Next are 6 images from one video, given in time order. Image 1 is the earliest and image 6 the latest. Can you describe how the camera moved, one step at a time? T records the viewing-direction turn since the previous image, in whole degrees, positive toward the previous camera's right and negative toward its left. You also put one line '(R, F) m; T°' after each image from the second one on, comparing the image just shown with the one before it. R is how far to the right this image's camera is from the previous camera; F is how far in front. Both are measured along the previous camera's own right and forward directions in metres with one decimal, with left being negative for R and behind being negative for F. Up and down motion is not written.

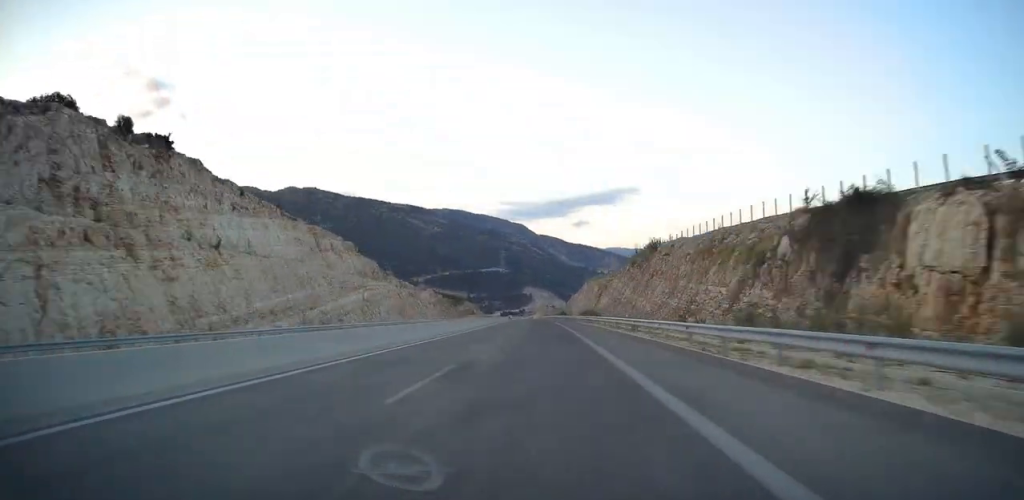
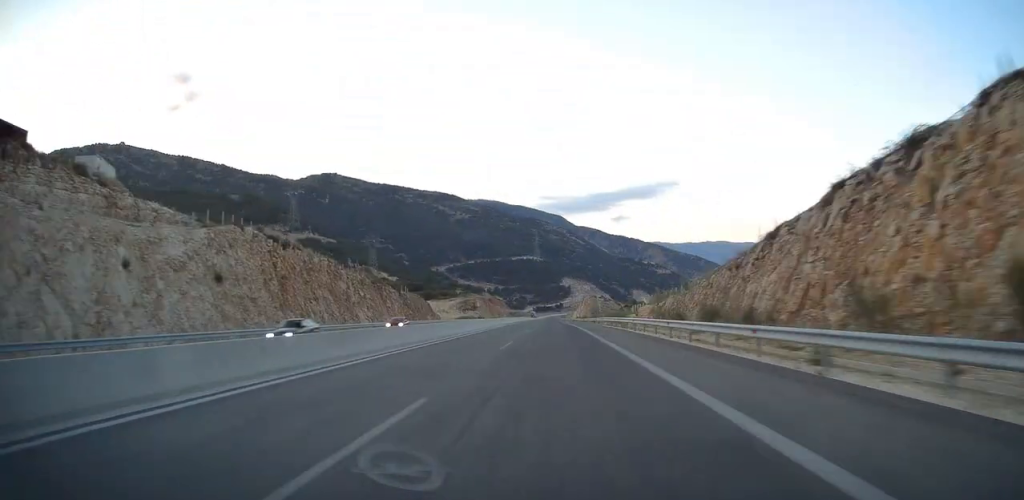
(-4.9, +139.6) m; -2°
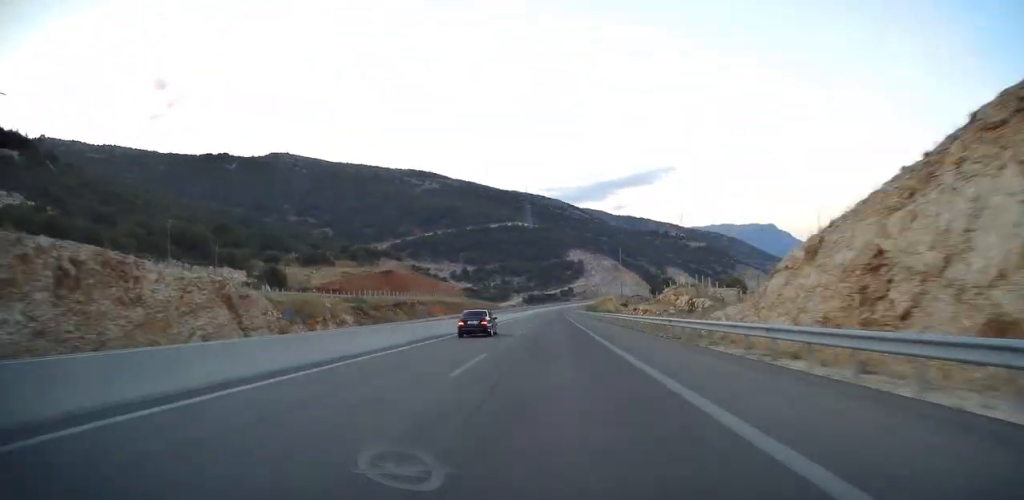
(-5.5, +290.6) m; +2°
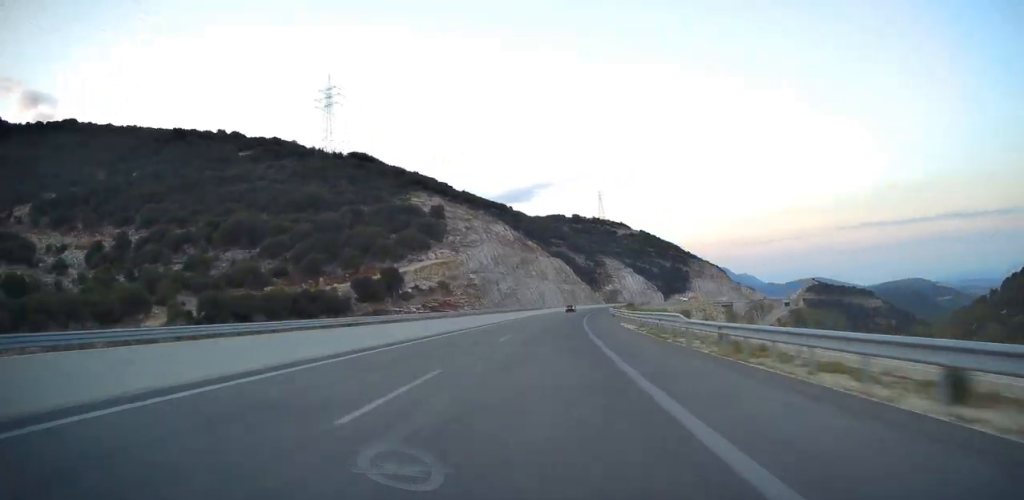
(+22.3, +314.7) m; +13°
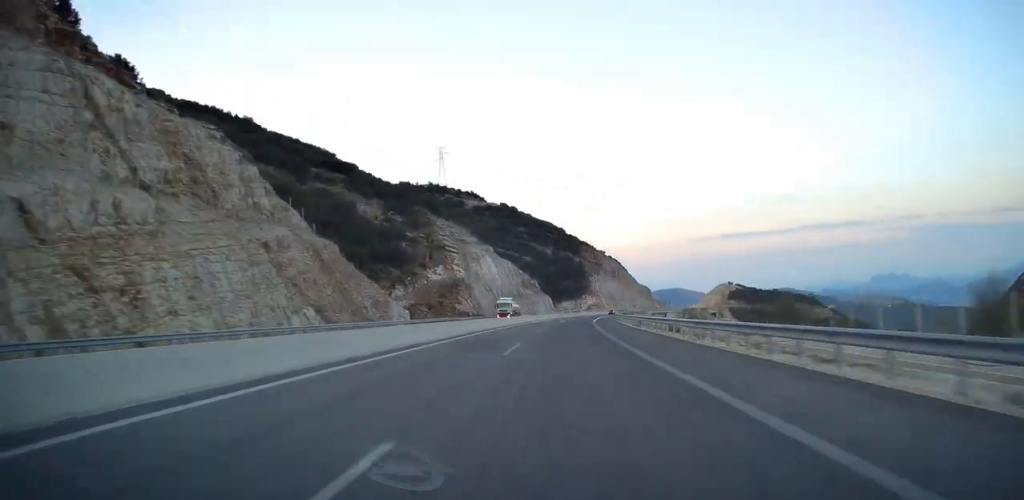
(+27.1, +226.7) m; +13°
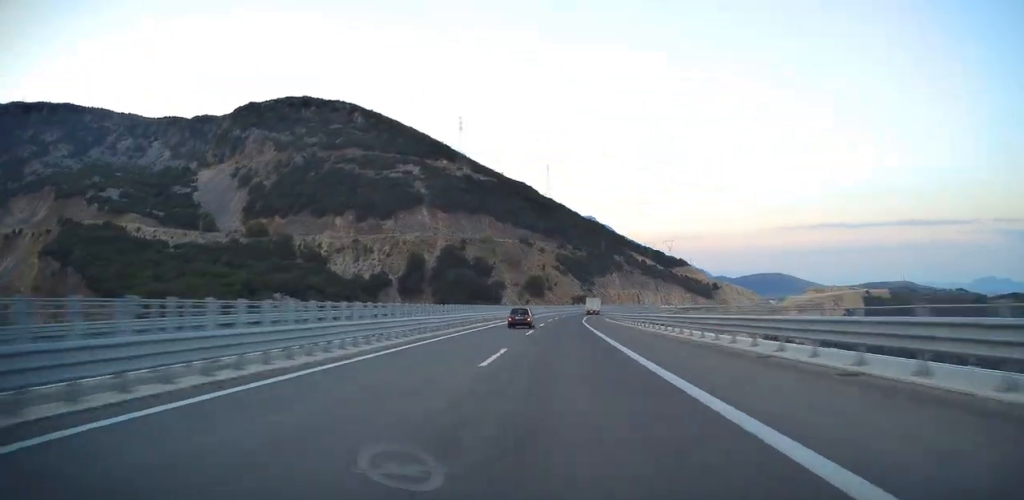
(+52.3, +902.2) m; -3°
